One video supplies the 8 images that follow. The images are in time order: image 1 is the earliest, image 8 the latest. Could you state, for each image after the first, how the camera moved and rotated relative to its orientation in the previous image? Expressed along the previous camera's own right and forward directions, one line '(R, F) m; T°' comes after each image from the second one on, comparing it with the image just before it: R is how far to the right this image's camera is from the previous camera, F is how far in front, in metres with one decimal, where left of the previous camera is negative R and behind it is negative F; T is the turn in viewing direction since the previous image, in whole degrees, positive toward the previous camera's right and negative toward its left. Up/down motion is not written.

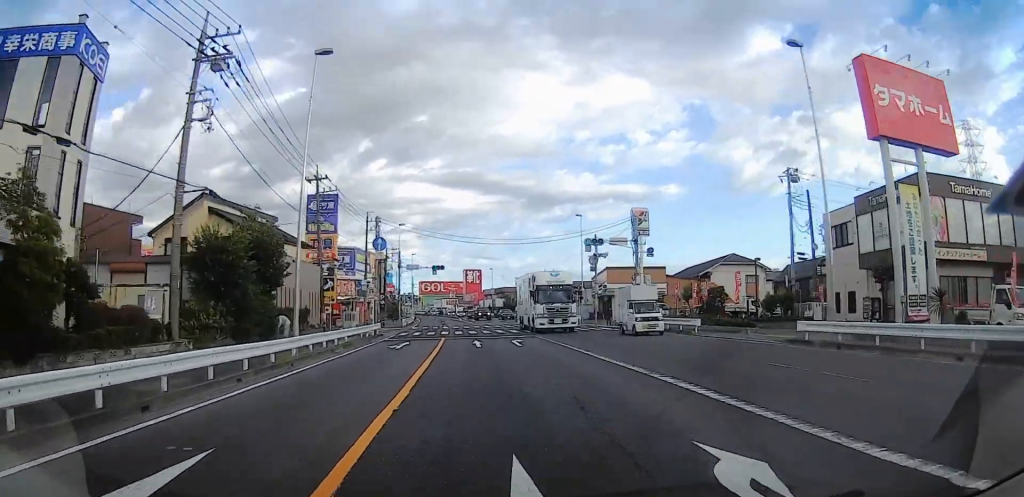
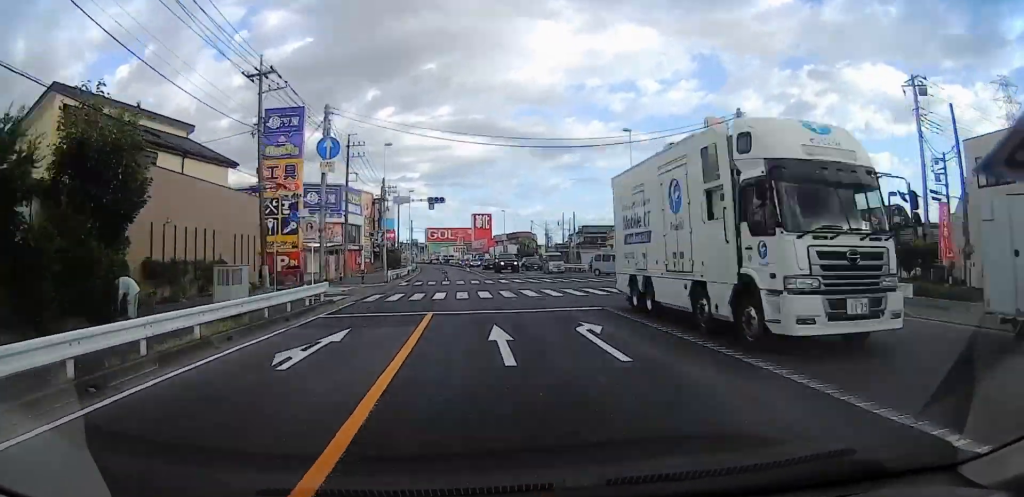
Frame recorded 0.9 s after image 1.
(-0.2, +14.8) m; -1°
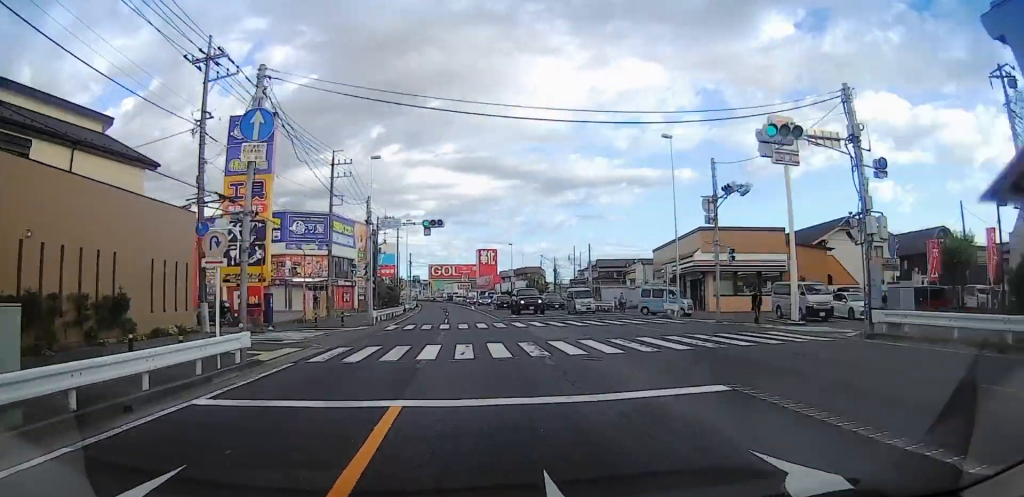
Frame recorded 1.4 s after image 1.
(-0.5, +8.3) m; +1°
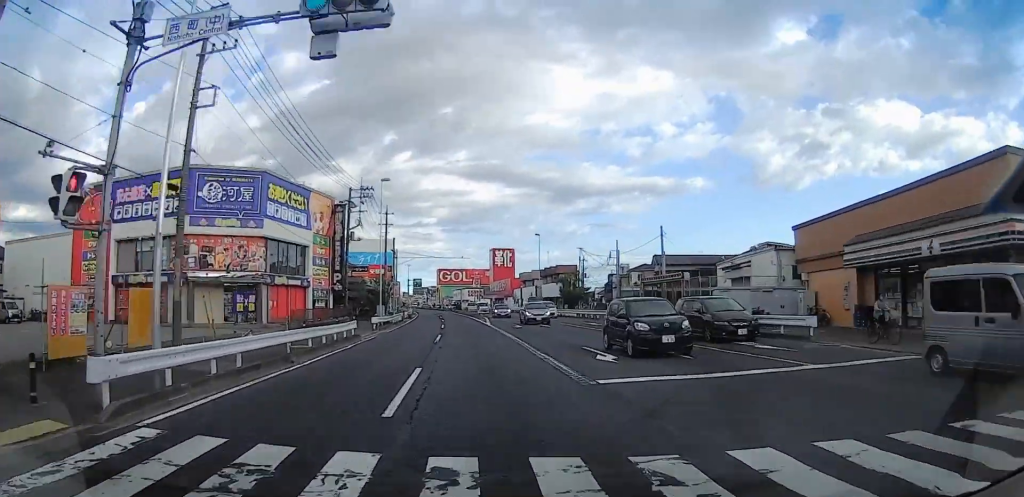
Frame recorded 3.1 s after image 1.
(+0.5, +26.5) m; -2°
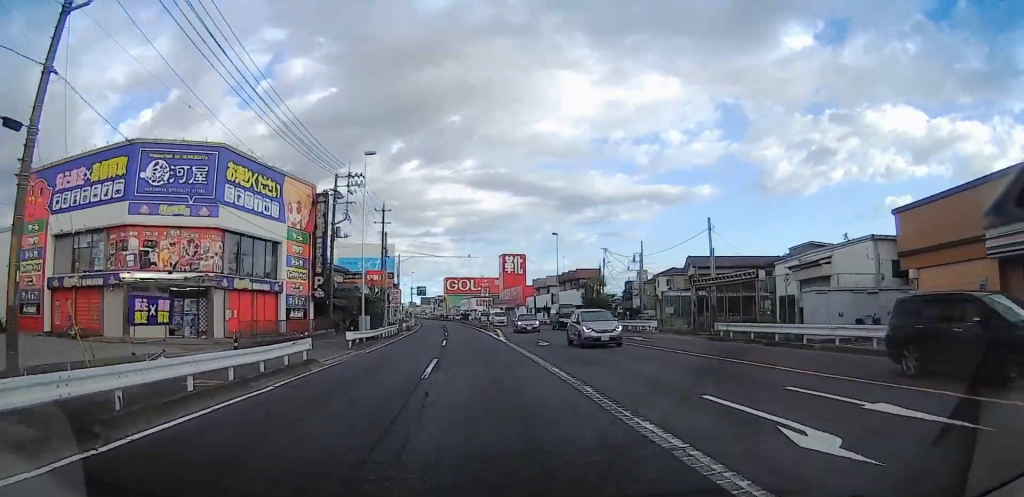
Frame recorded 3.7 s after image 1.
(-0.4, +9.8) m; -2°
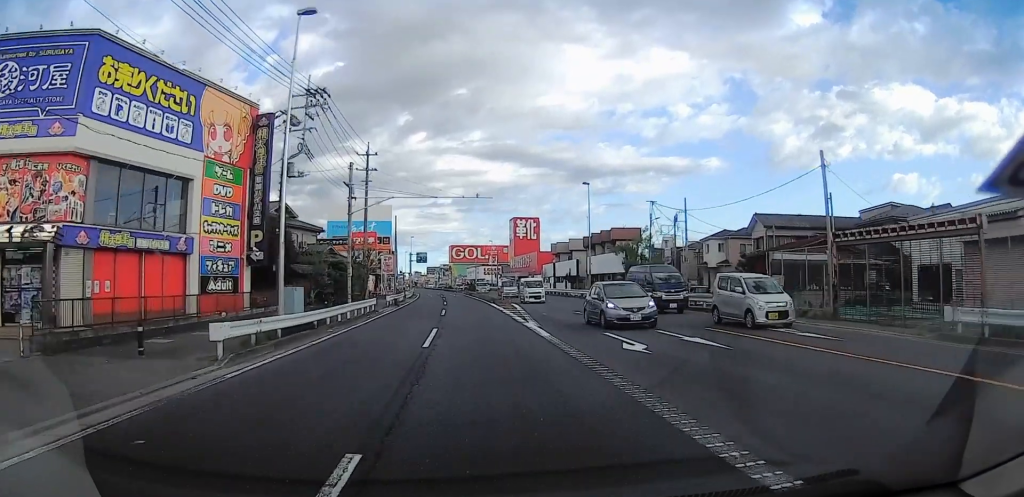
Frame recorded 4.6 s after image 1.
(0.0, +14.5) m; +1°
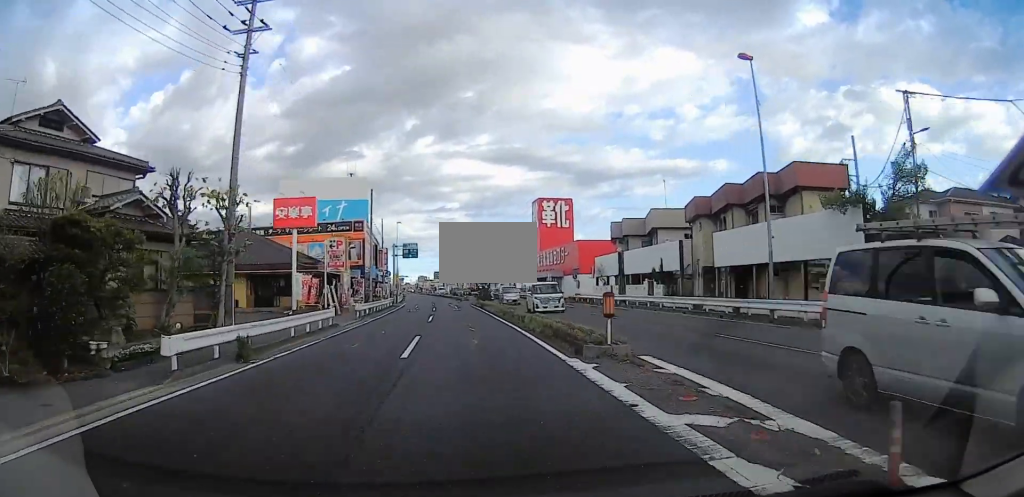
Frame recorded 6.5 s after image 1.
(+2.0, +34.5) m; 0°
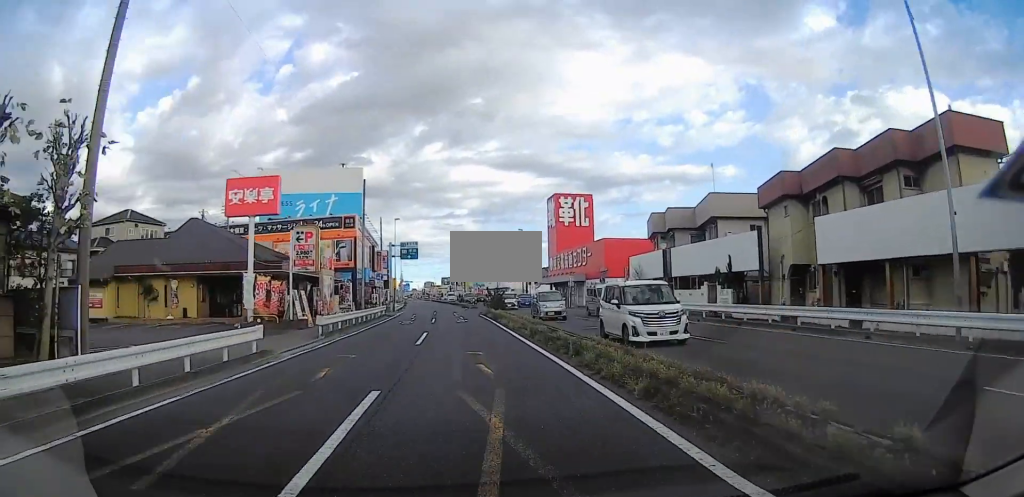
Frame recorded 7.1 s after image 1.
(-0.9, +10.7) m; -2°
